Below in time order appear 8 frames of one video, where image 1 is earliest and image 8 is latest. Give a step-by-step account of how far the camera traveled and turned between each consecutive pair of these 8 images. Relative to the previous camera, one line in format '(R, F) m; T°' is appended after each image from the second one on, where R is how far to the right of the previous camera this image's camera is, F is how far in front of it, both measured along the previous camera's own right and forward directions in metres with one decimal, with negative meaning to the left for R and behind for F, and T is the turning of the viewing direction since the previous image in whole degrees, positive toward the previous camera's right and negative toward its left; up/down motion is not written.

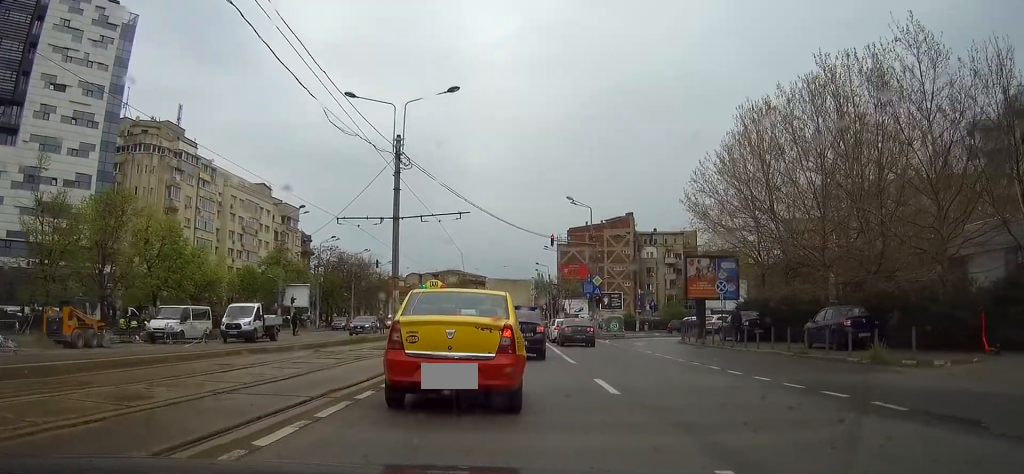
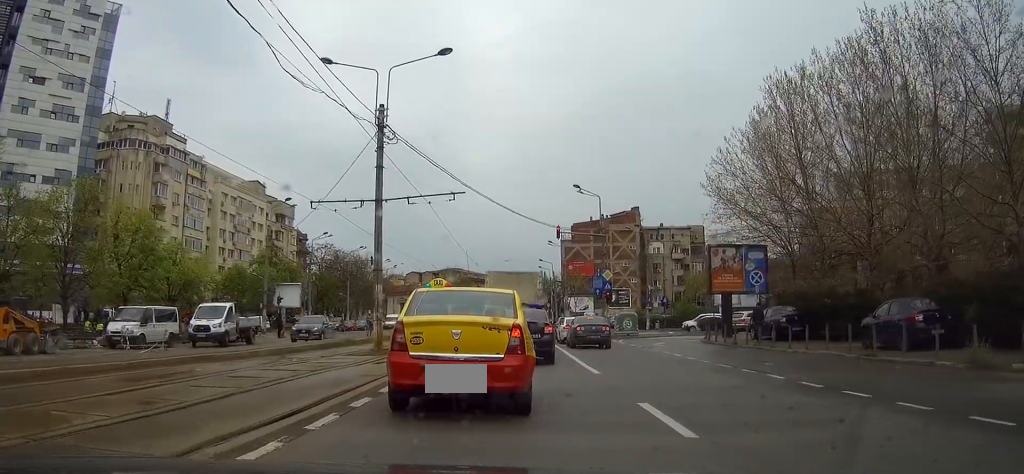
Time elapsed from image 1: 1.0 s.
(+0.1, +4.6) m; +4°
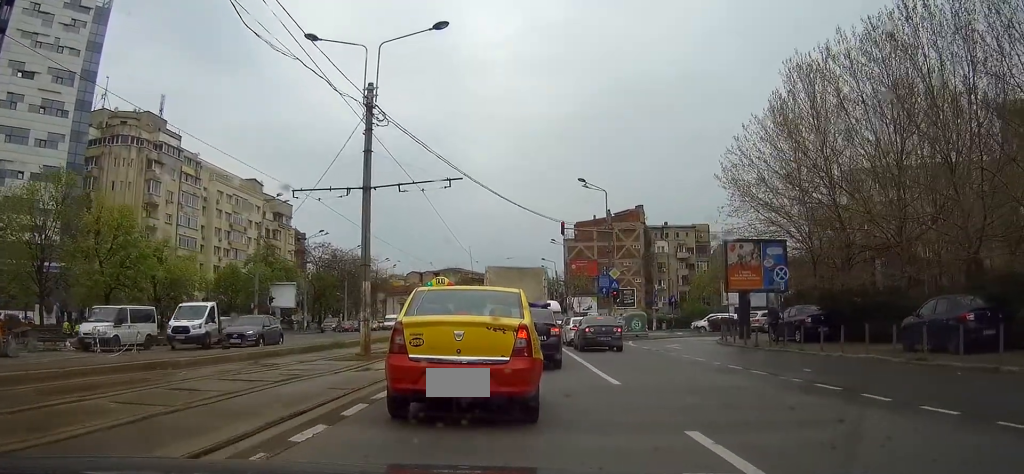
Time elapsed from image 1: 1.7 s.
(+0.1, +2.5) m; +2°
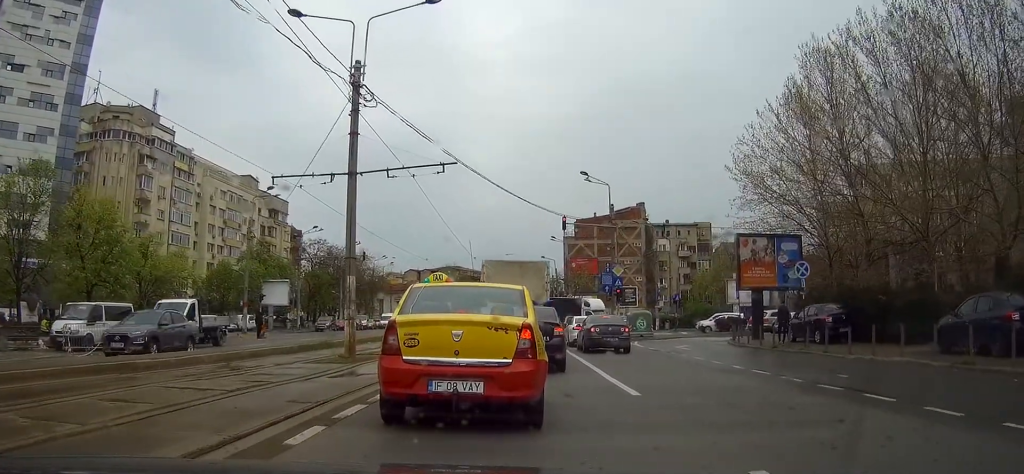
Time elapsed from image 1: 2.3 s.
(0.0, +2.0) m; 0°
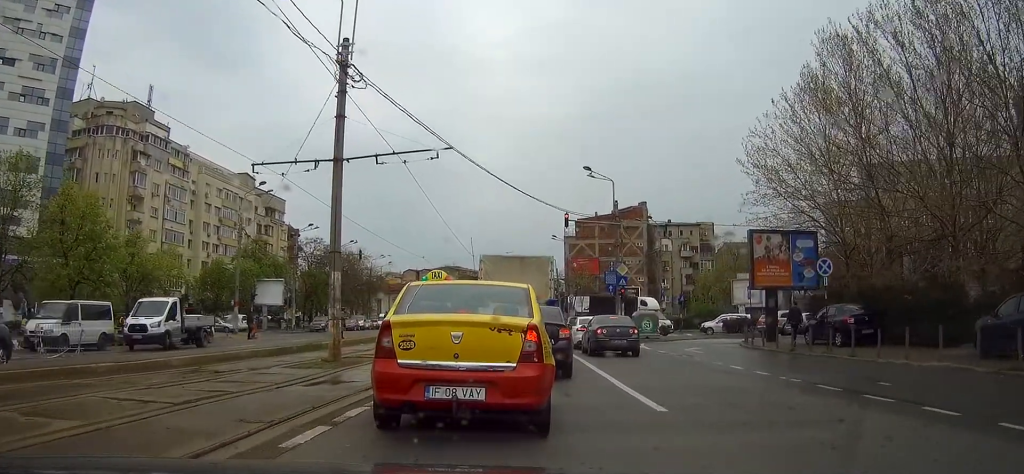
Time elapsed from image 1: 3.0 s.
(0.0, +2.0) m; -2°
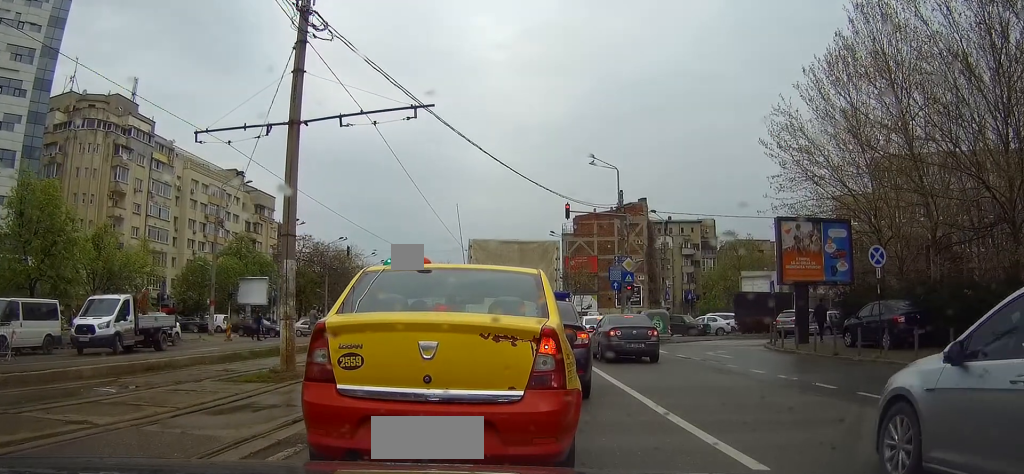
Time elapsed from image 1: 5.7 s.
(-0.4, +3.8) m; -3°
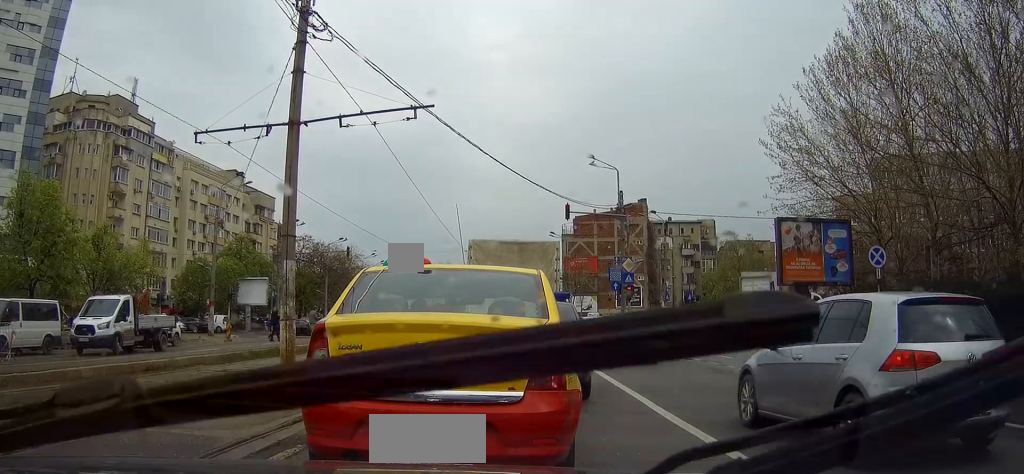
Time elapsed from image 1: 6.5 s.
(-0.2, +0.1) m; 0°
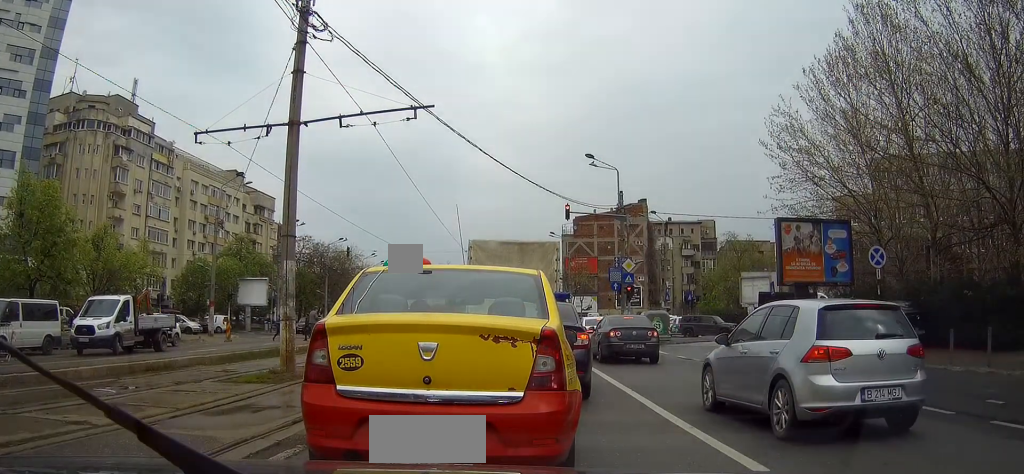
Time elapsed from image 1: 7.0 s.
(-0.1, 0.0) m; 0°
